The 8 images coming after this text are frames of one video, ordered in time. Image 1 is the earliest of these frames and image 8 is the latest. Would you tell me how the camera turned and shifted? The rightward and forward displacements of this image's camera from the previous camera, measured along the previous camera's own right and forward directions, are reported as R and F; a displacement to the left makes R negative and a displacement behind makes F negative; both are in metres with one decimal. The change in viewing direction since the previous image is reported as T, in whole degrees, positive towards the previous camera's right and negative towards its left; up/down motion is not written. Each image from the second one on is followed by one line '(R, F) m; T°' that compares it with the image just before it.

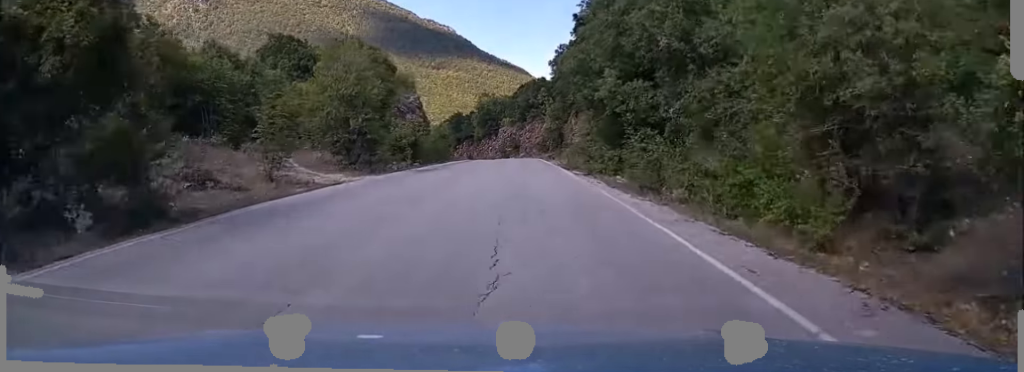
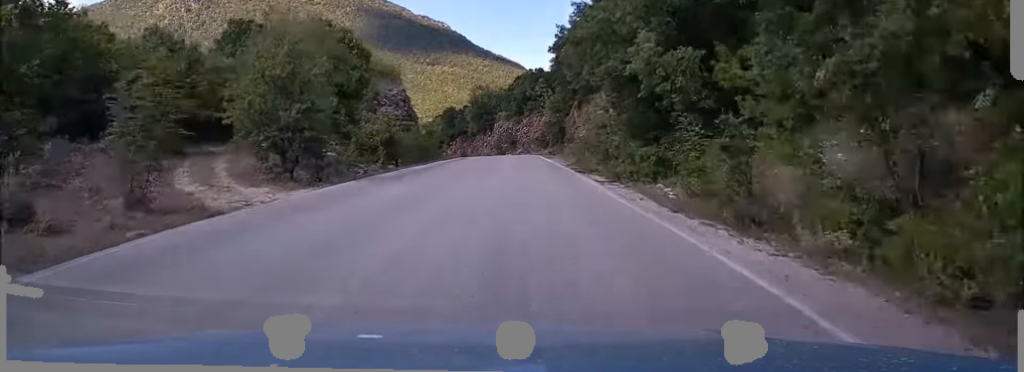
(0.0, +8.8) m; 0°
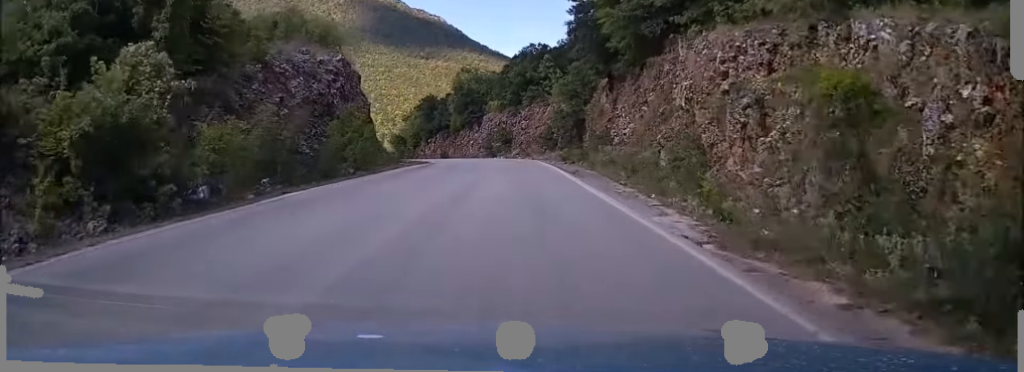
(+0.3, +28.7) m; 0°
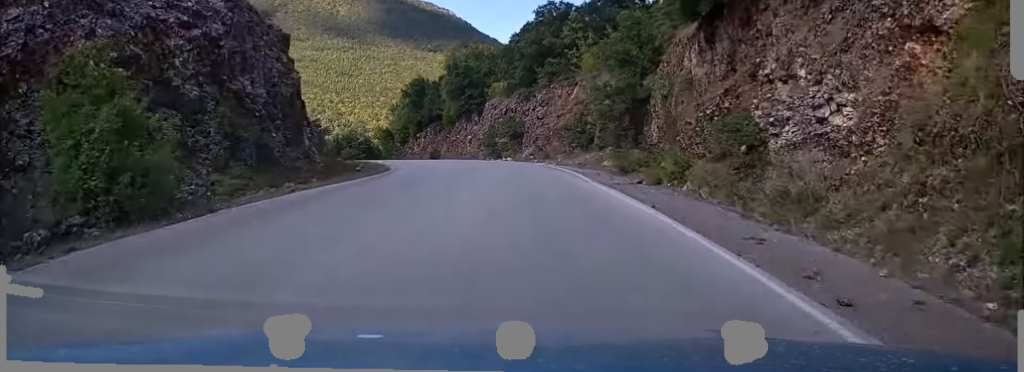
(-0.1, +24.2) m; -1°
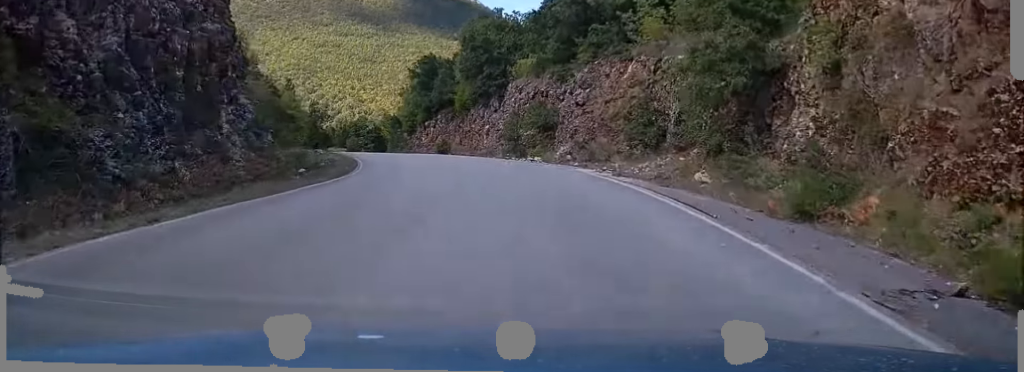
(-0.2, +14.8) m; -3°
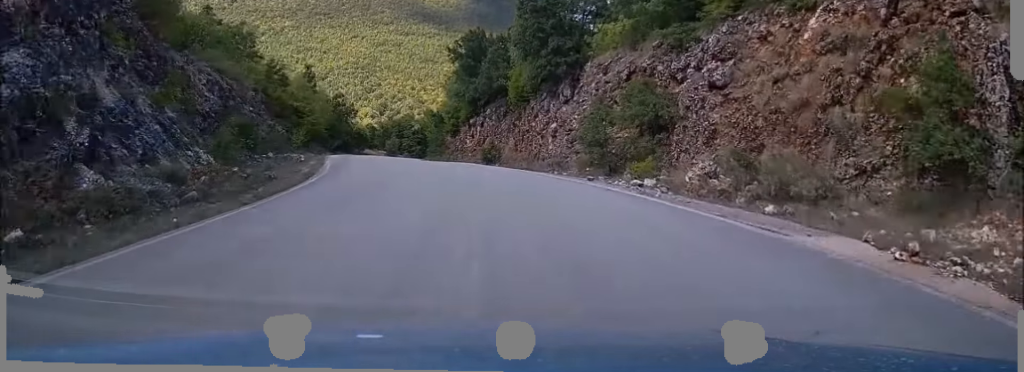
(-0.7, +19.1) m; -6°
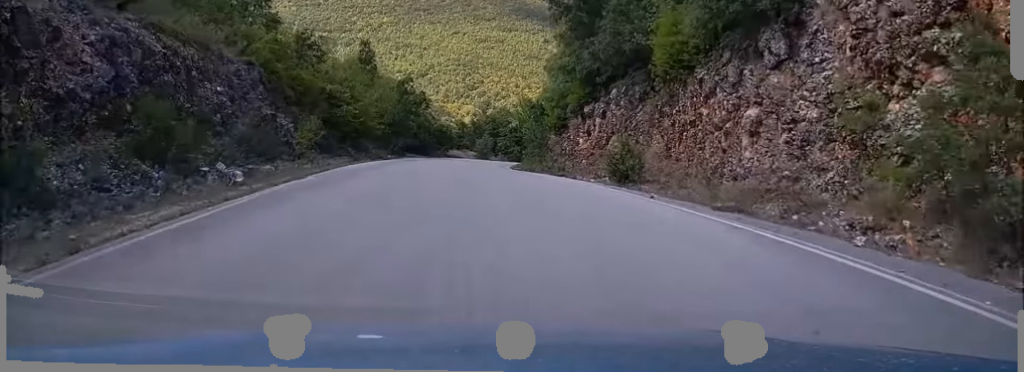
(-1.5, +19.4) m; -8°
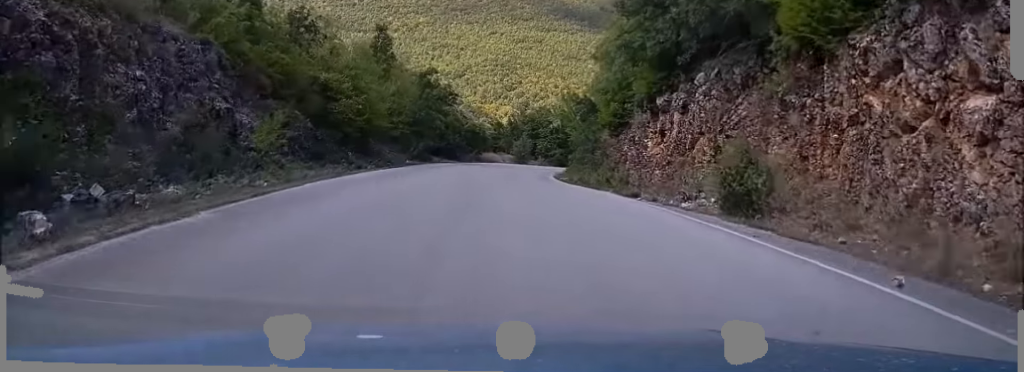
(-0.4, +9.2) m; -2°
